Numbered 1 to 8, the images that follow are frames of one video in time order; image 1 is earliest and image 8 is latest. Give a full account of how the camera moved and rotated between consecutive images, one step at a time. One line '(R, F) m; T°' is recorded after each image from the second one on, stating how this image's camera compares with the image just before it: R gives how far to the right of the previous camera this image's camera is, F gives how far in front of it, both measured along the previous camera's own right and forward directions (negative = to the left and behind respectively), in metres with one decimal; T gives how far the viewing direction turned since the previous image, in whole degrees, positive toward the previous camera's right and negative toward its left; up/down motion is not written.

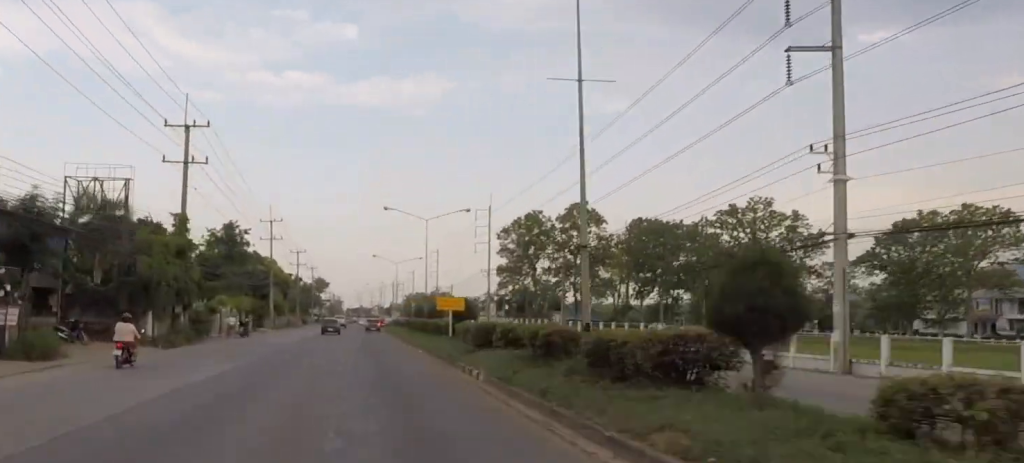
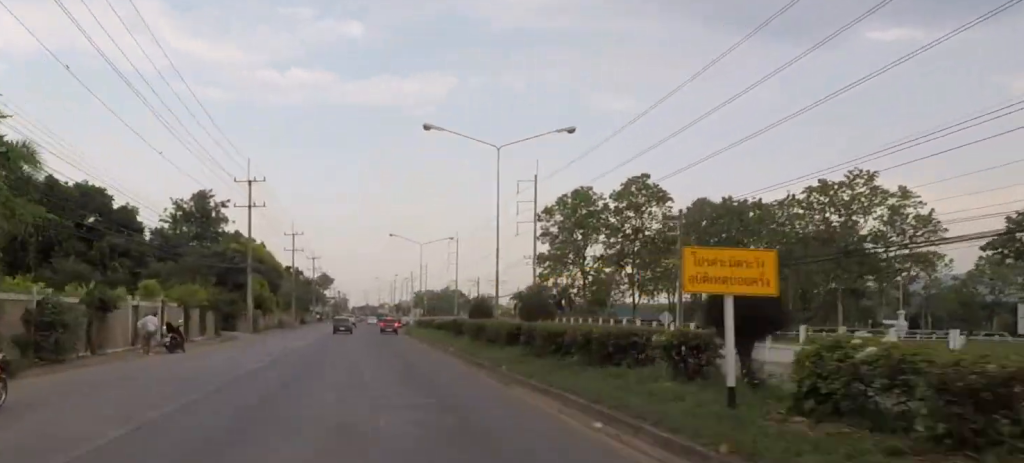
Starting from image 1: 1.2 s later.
(+0.8, +23.0) m; 0°
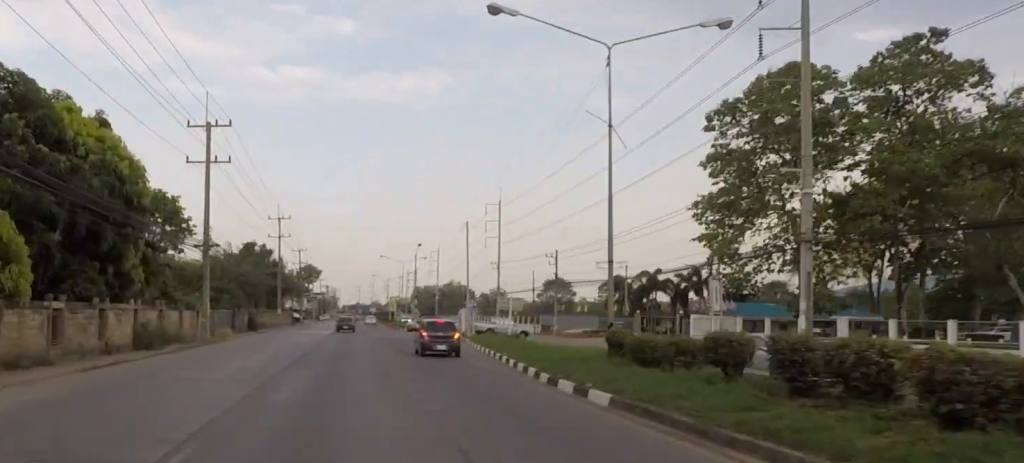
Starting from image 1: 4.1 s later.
(-1.8, +52.5) m; -2°
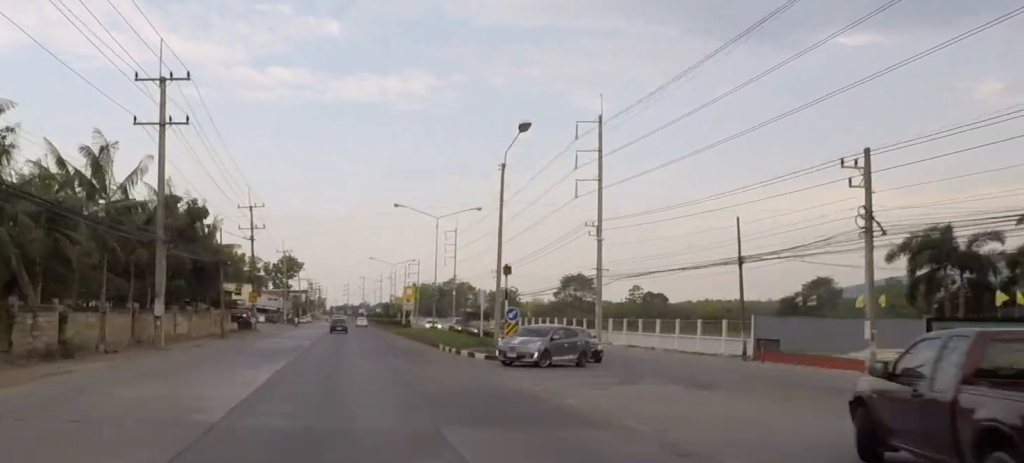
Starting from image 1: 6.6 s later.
(+0.3, +47.3) m; +1°
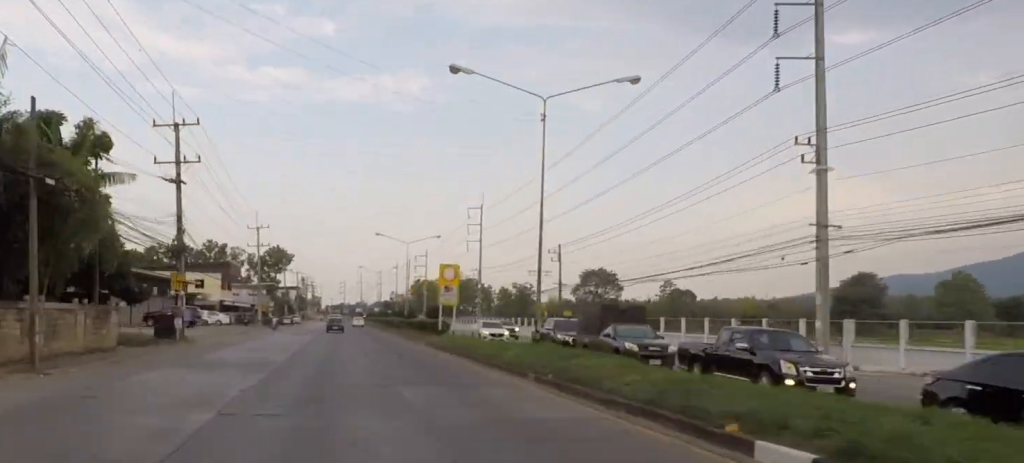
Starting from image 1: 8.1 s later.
(+0.1, +29.1) m; 0°
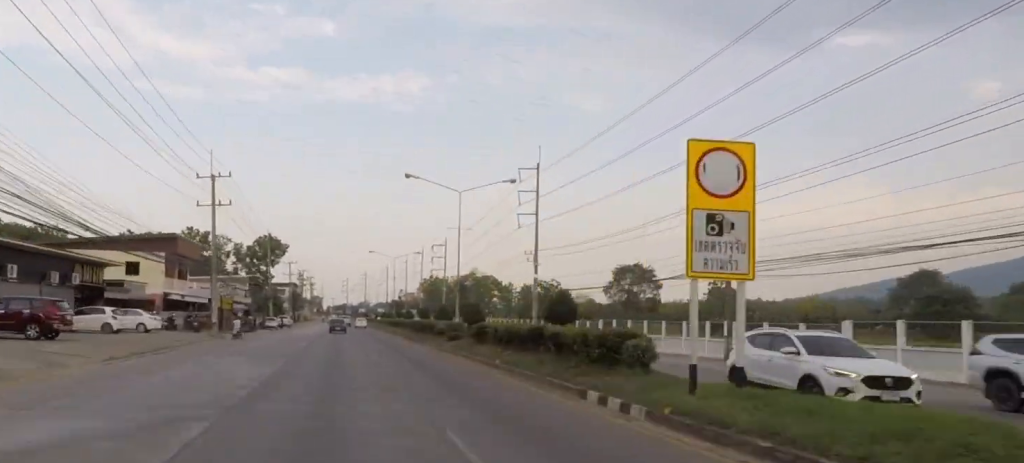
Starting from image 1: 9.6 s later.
(0.0, +29.7) m; -1°
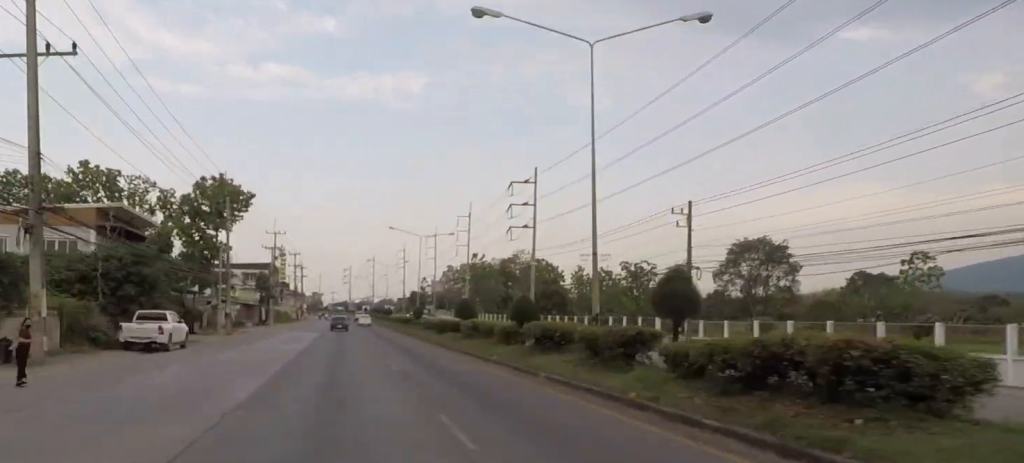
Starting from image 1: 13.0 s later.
(-0.5, +70.4) m; +1°
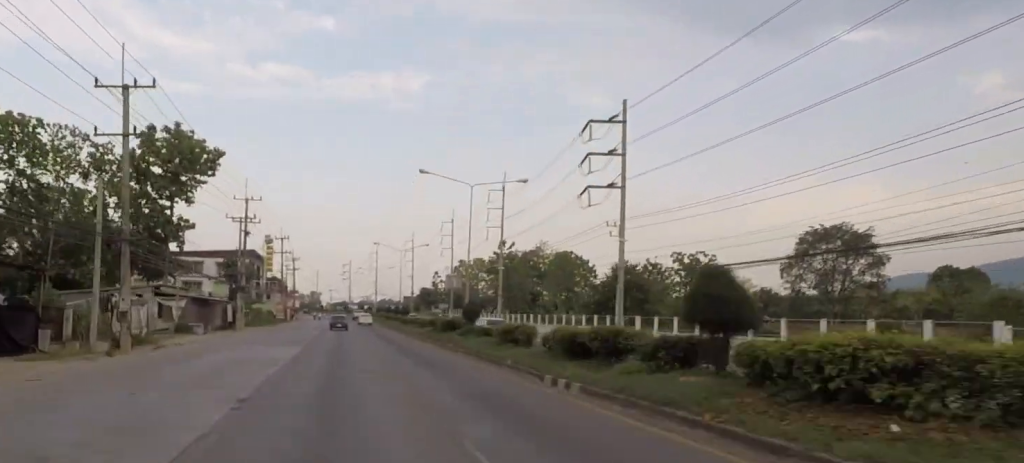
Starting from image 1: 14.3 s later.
(+0.4, +26.3) m; 0°
